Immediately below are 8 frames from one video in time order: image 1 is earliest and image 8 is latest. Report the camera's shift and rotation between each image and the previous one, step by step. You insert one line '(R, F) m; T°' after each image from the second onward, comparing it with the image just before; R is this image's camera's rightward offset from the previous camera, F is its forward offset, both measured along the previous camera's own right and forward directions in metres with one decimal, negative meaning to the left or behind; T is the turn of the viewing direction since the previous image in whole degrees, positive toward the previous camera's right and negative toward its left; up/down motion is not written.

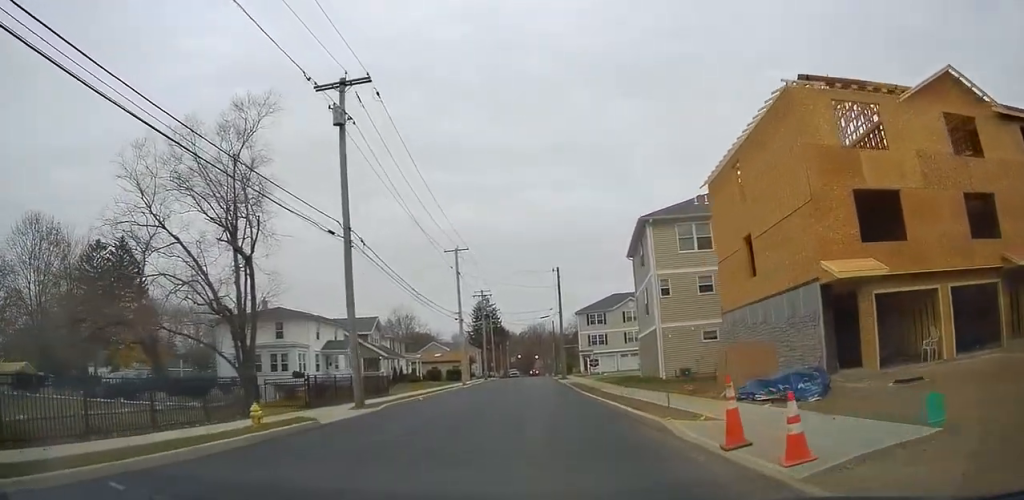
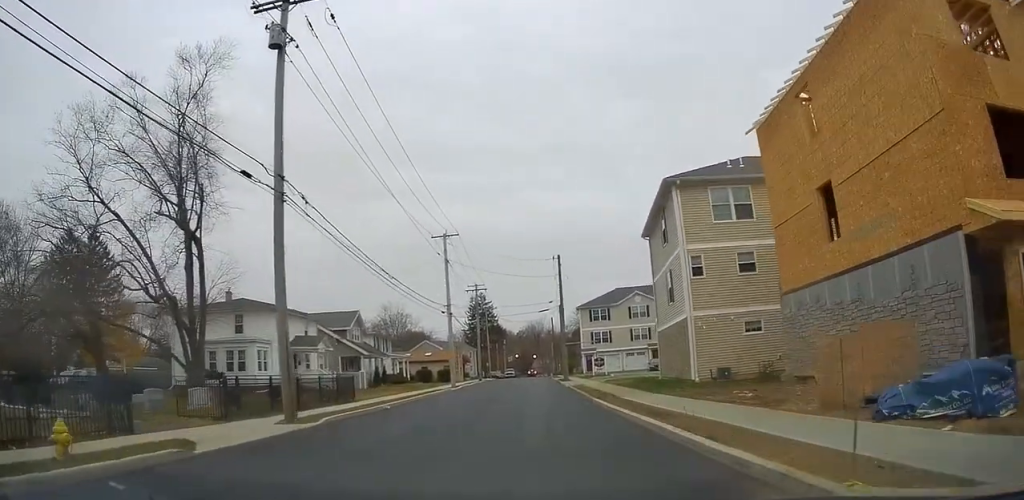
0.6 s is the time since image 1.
(-0.1, +6.3) m; -1°
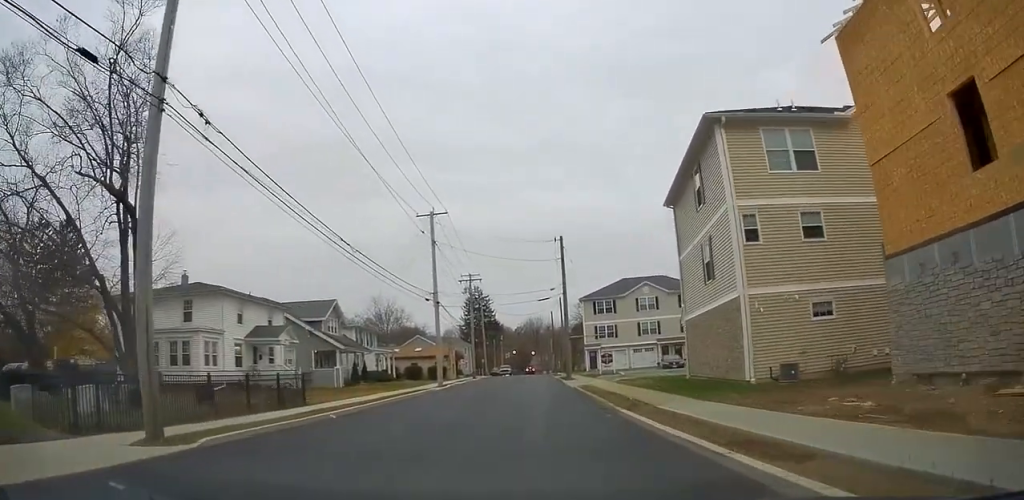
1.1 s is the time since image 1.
(-0.1, +6.2) m; 0°
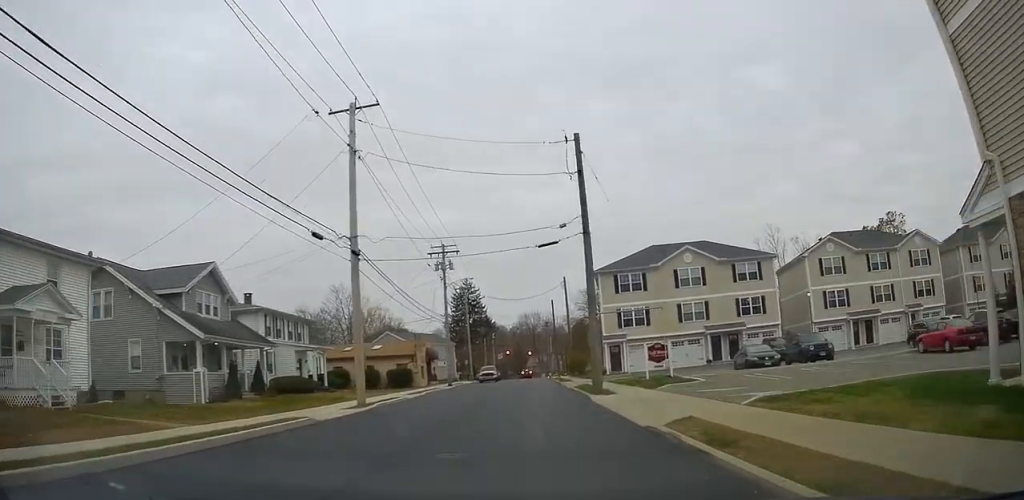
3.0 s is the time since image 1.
(+0.4, +20.1) m; 0°
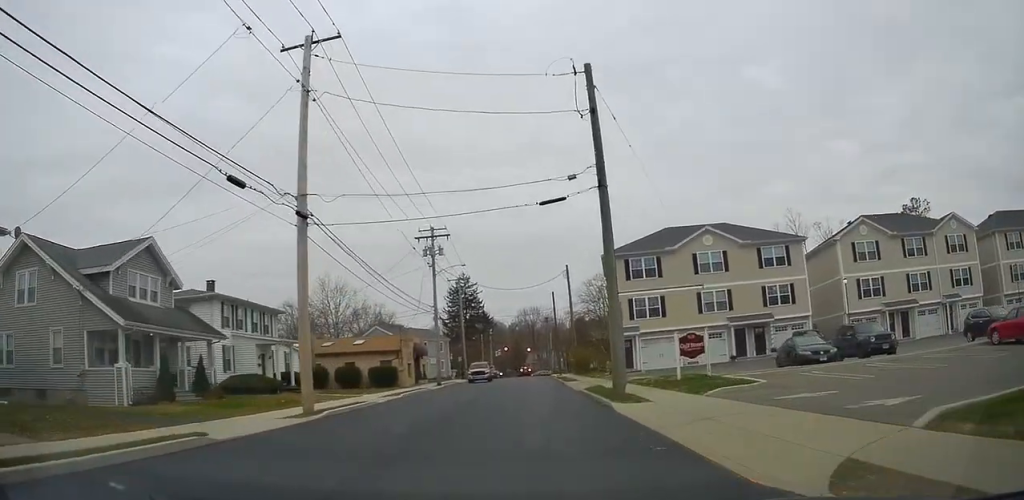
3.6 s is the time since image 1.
(-0.4, +6.0) m; 0°
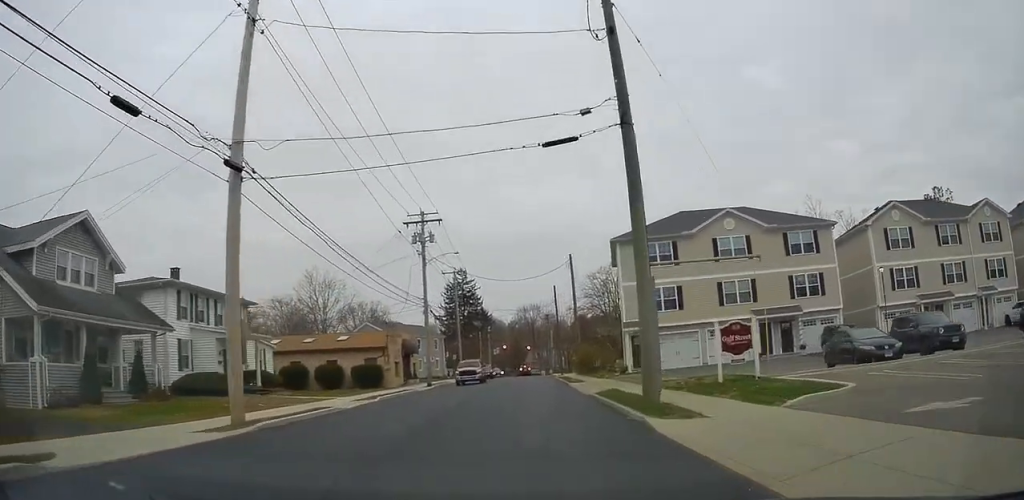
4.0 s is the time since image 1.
(-0.1, +4.9) m; 0°
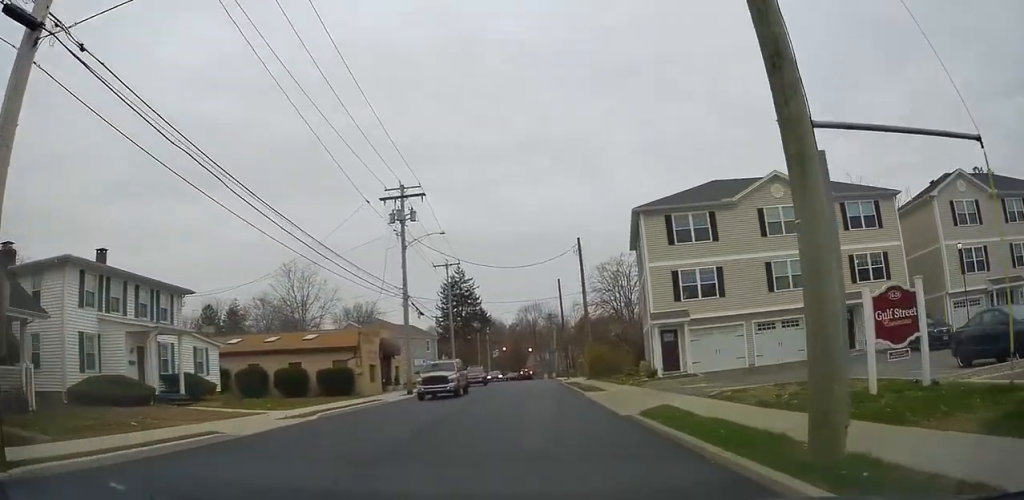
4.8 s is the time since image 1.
(+0.4, +8.0) m; +1°
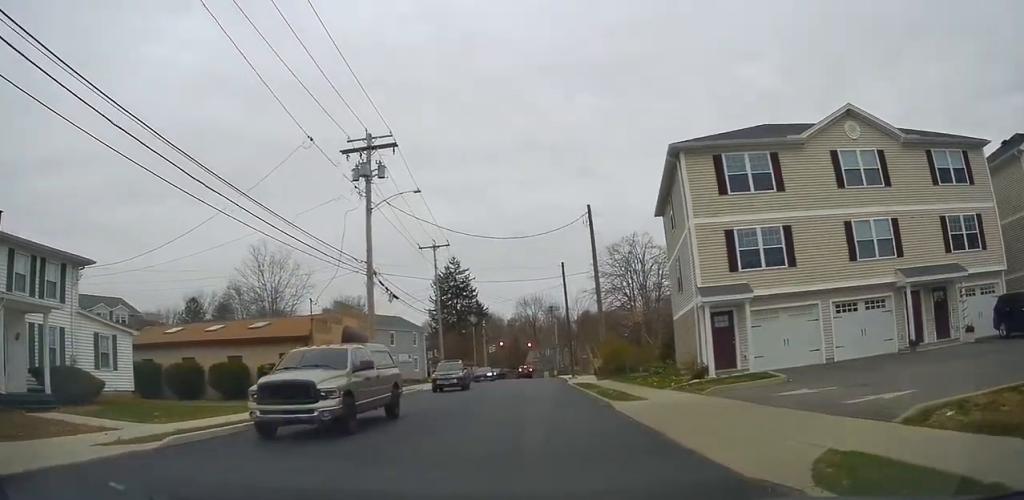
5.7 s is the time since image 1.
(-0.2, +8.4) m; -1°
